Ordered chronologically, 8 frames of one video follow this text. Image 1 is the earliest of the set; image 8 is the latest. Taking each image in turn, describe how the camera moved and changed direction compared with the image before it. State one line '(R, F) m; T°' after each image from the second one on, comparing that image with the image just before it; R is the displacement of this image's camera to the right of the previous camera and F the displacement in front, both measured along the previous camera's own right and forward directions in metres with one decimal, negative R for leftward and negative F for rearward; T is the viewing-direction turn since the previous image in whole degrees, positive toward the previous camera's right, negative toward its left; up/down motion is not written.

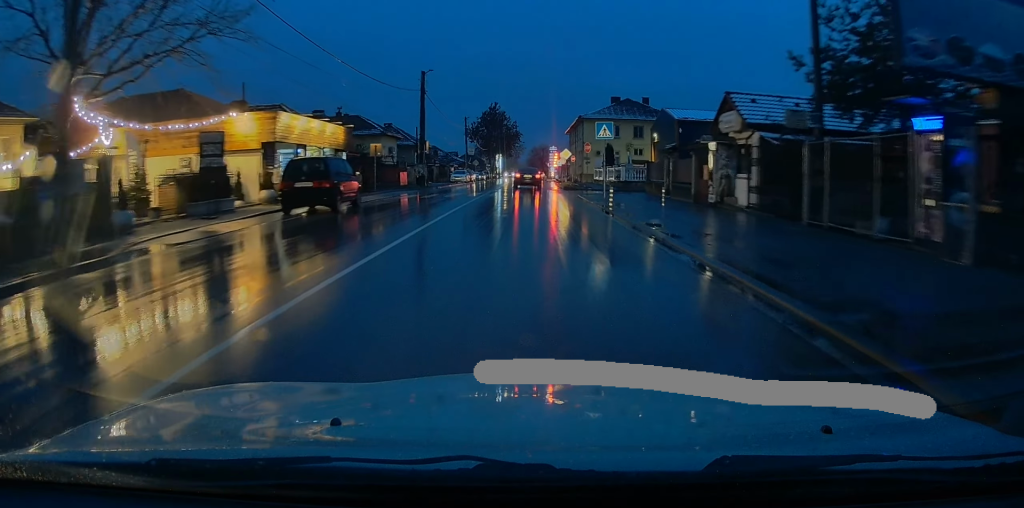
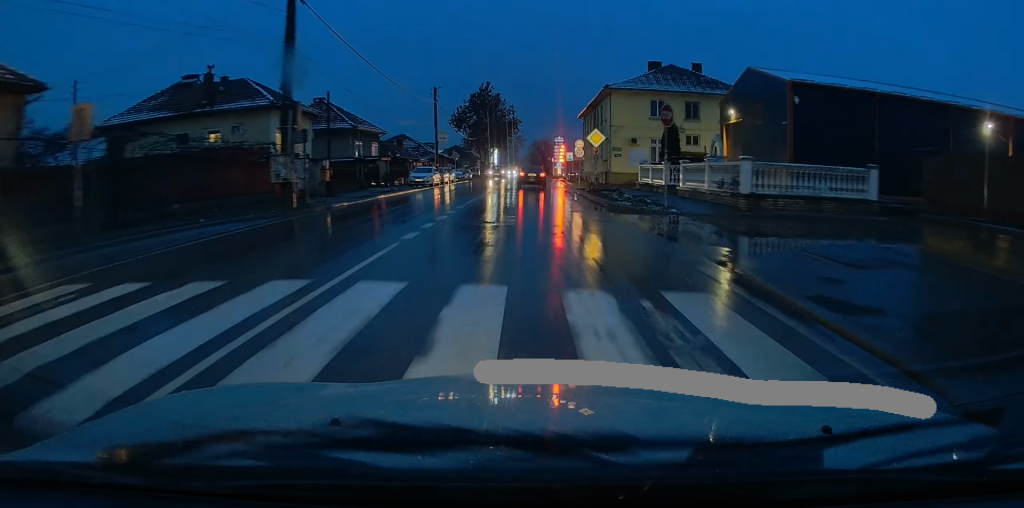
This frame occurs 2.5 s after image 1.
(+0.1, +26.0) m; 0°
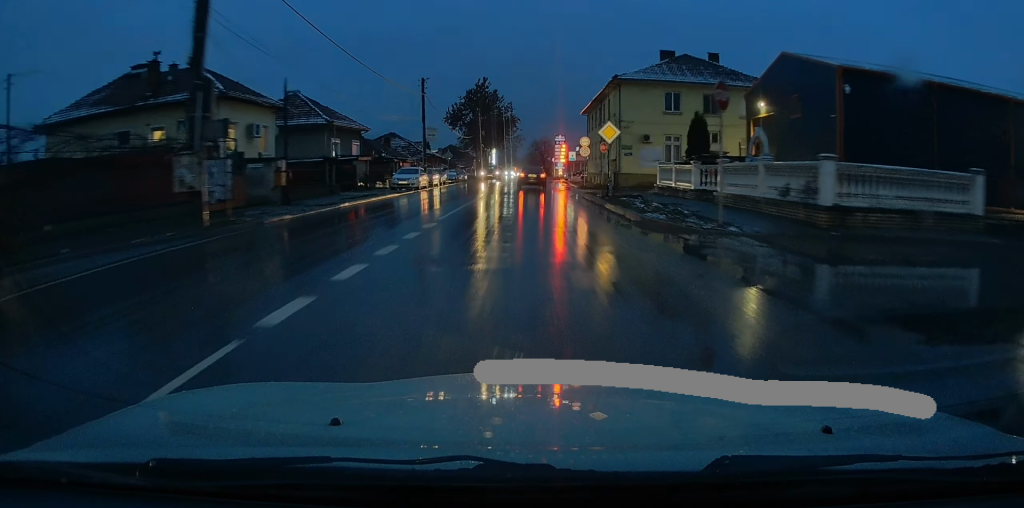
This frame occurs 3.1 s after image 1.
(0.0, +5.8) m; 0°
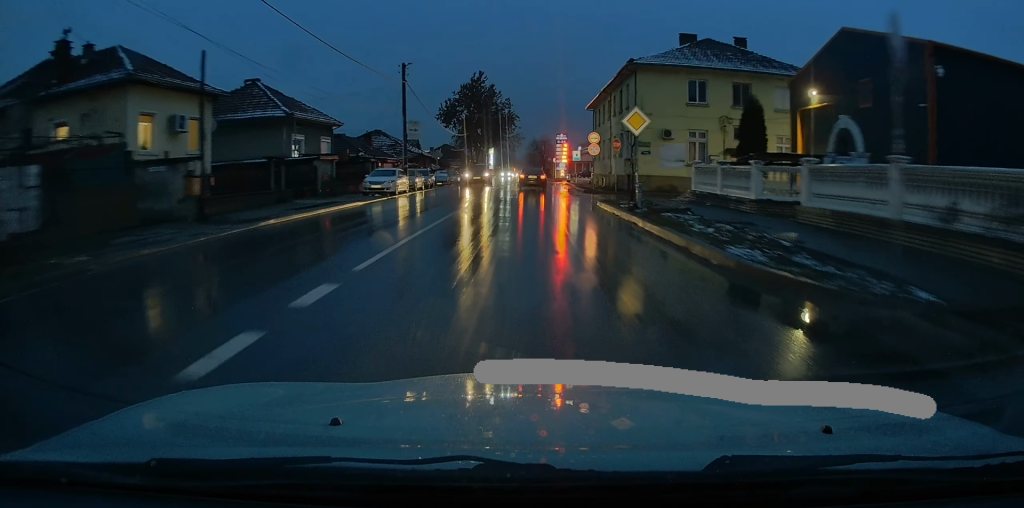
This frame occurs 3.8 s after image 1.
(+0.1, +7.2) m; 0°
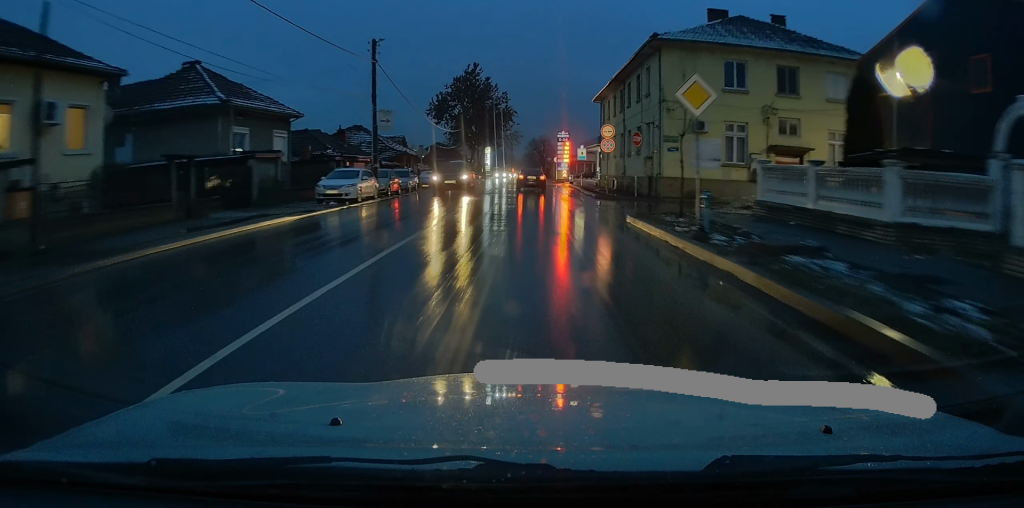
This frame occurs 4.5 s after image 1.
(-0.1, +7.8) m; 0°
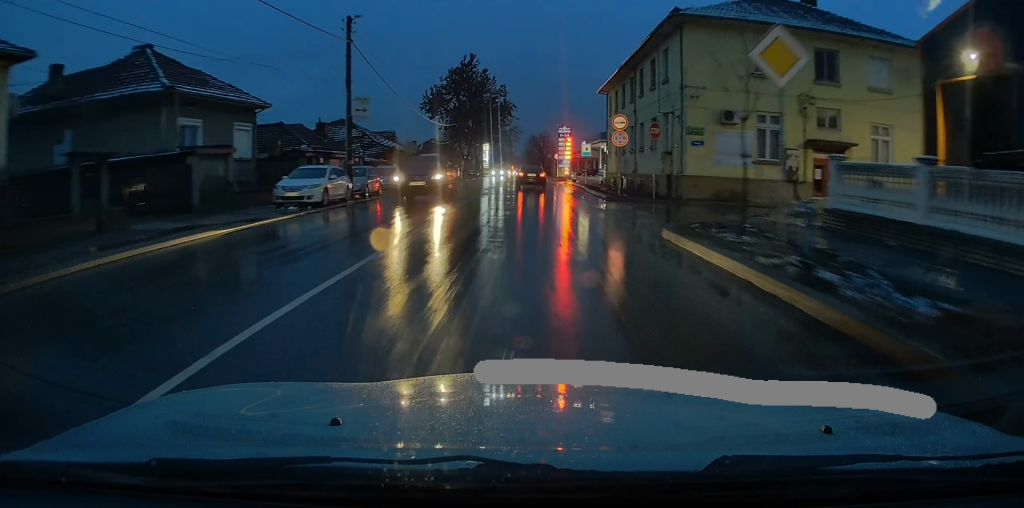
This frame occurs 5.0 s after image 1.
(0.0, +4.6) m; 0°
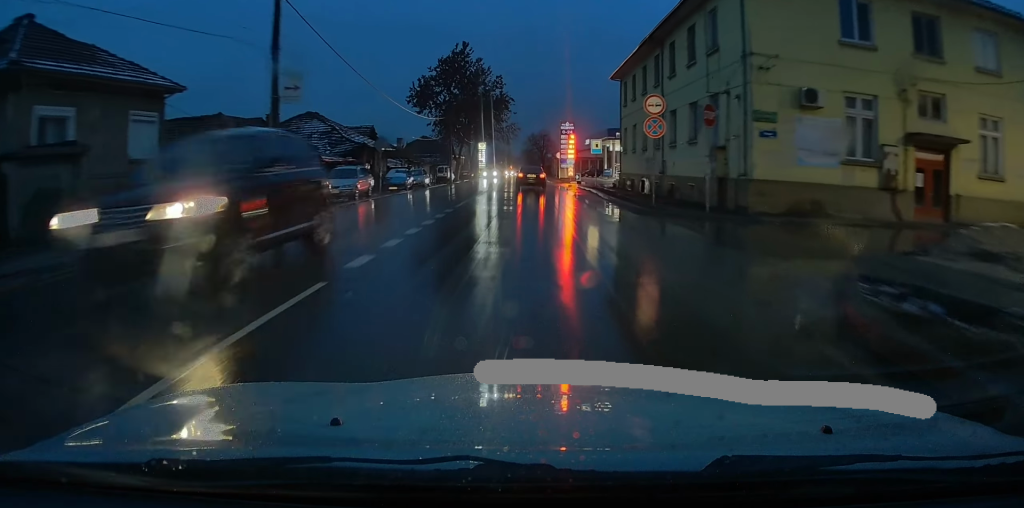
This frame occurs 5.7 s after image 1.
(+0.1, +8.2) m; 0°
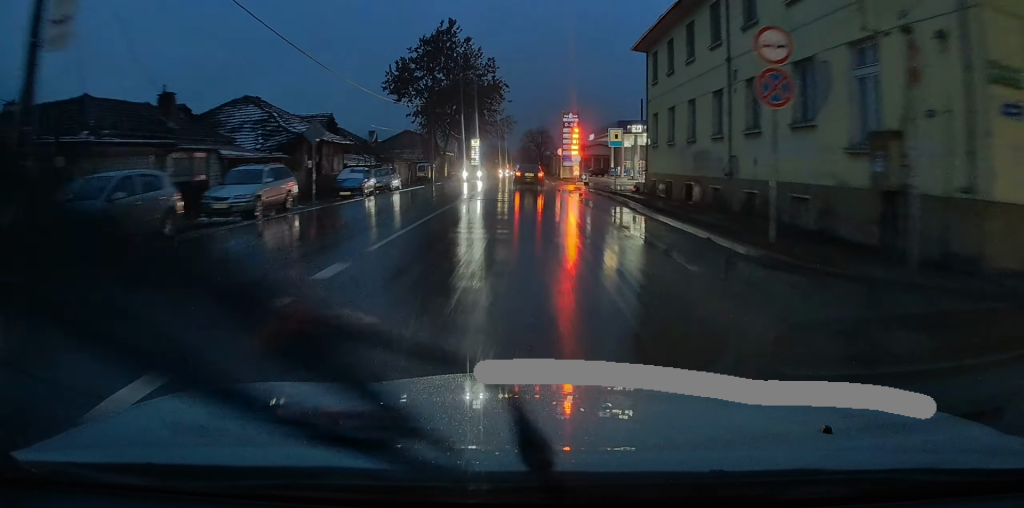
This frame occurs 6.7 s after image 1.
(-0.1, +10.7) m; 0°
